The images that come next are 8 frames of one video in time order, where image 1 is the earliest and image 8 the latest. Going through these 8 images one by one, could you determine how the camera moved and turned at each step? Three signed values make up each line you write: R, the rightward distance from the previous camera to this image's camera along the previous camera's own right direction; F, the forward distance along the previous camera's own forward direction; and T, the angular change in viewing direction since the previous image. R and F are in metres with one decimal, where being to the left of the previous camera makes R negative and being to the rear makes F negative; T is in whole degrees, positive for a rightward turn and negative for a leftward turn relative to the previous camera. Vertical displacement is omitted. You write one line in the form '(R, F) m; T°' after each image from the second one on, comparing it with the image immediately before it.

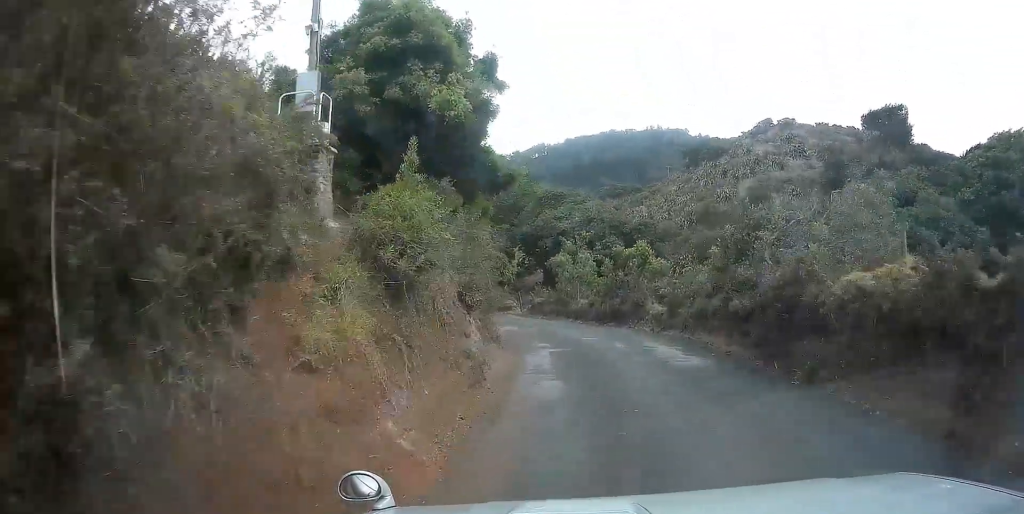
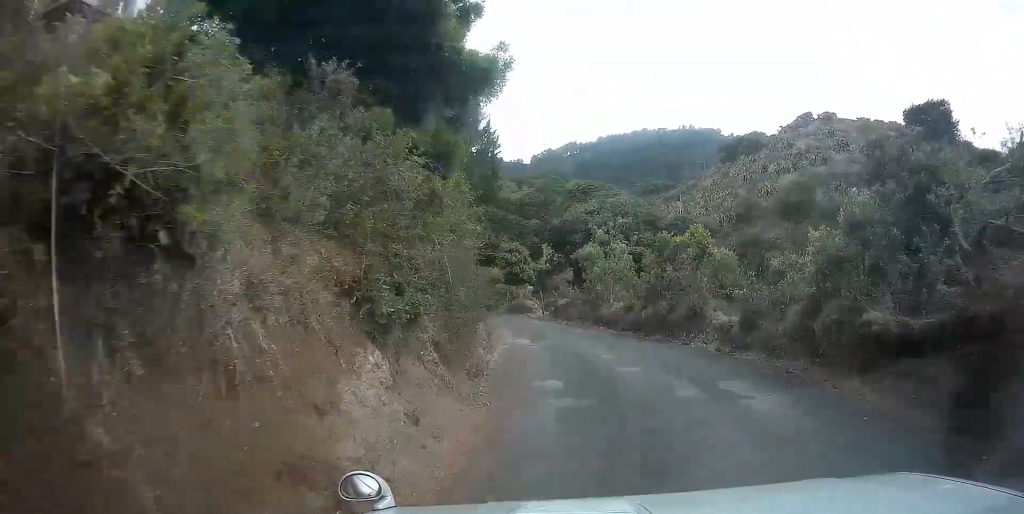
(0.0, +7.0) m; -3°
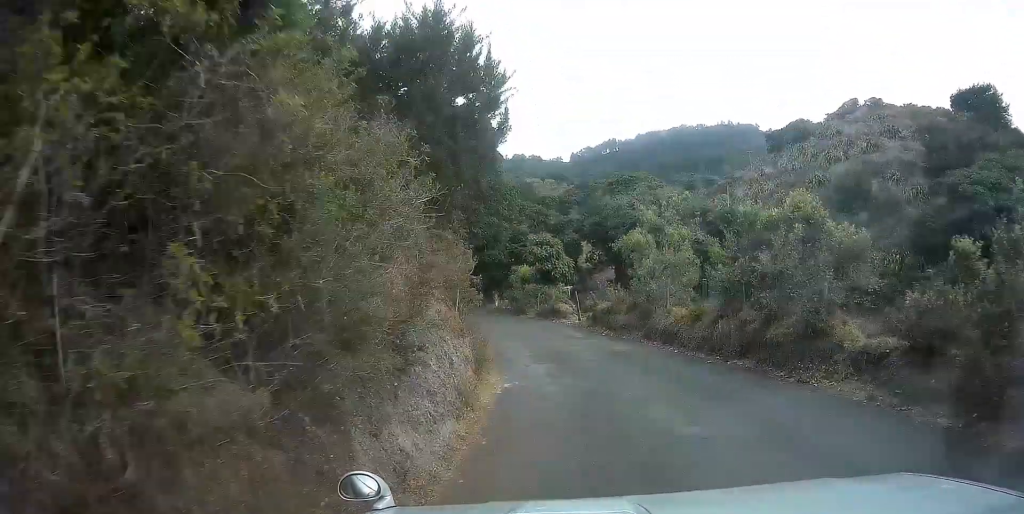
(-0.3, +6.6) m; -5°
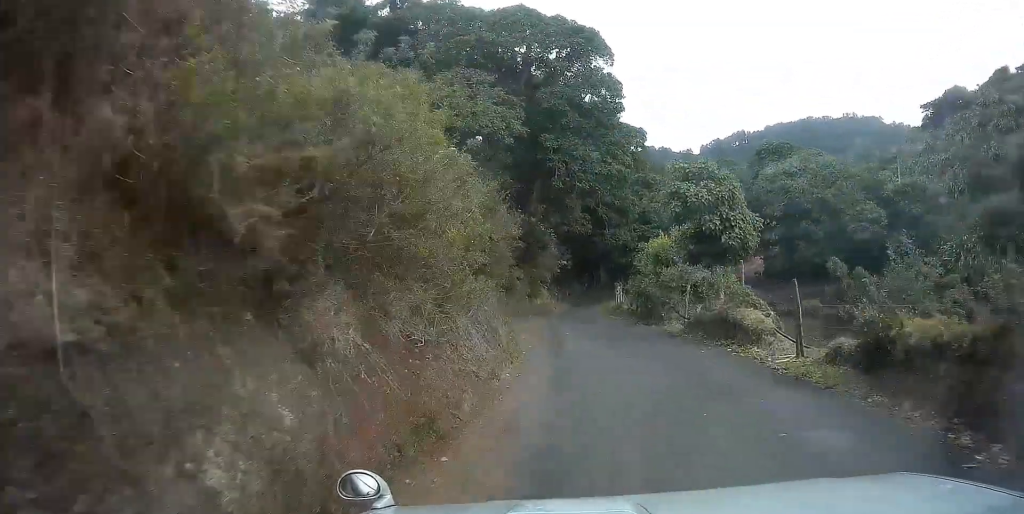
(-2.1, +18.1) m; -13°
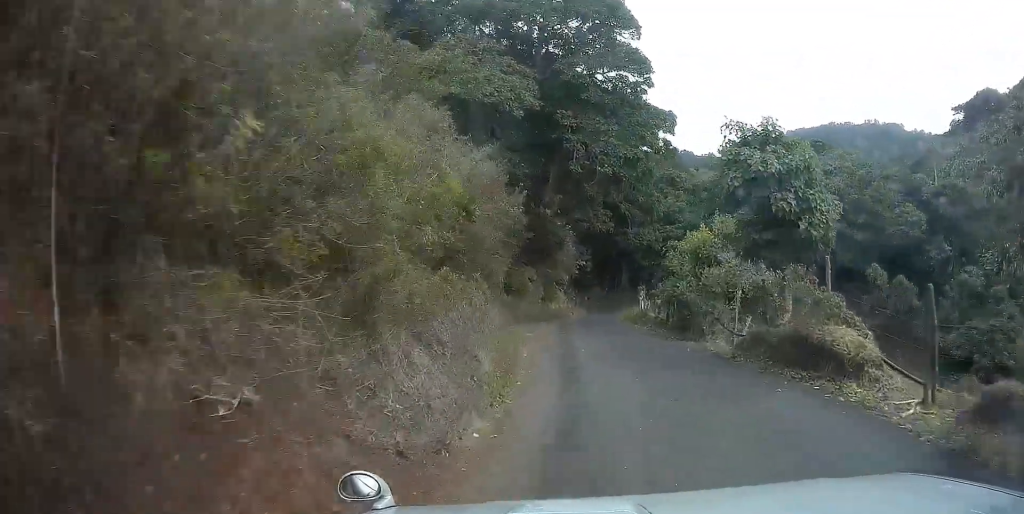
(0.0, +4.3) m; -3°
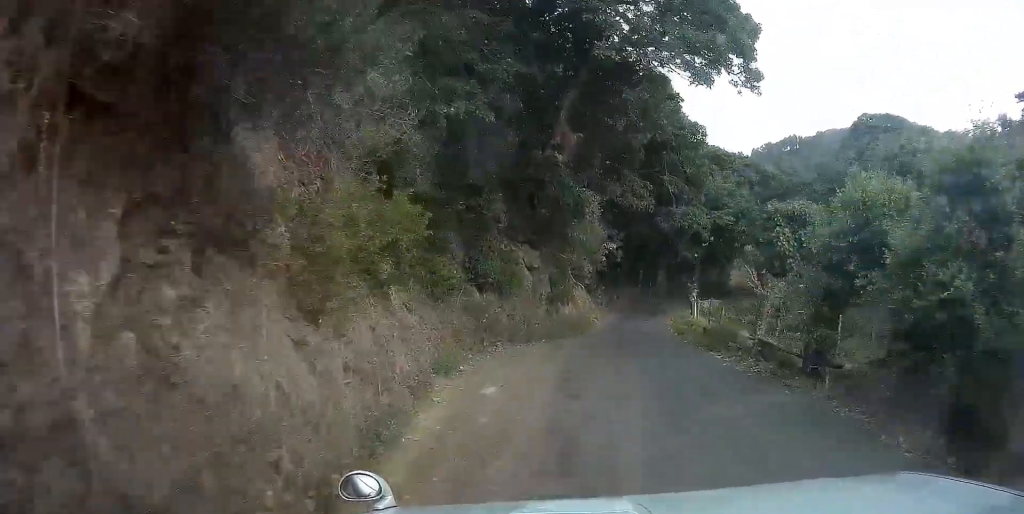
(-0.7, +12.7) m; -4°
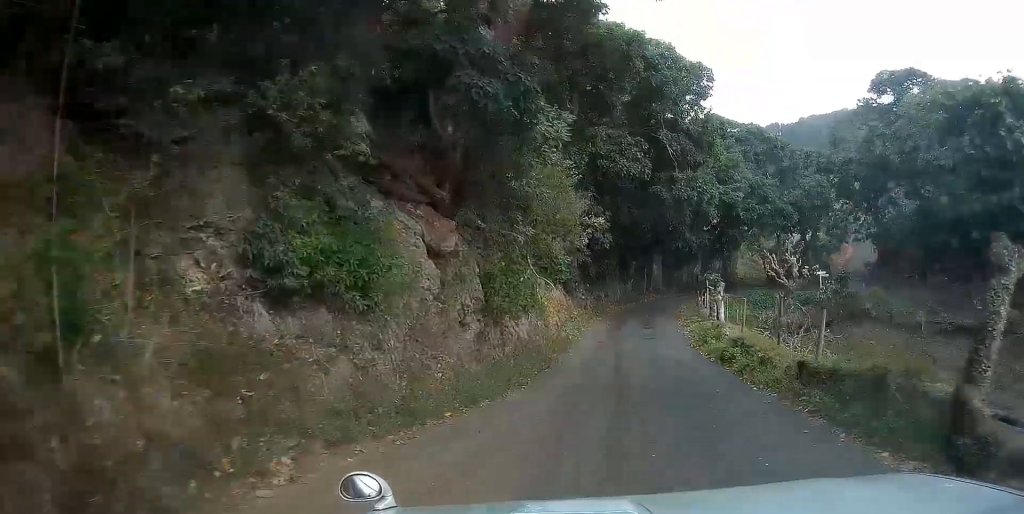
(0.0, +10.2) m; +1°
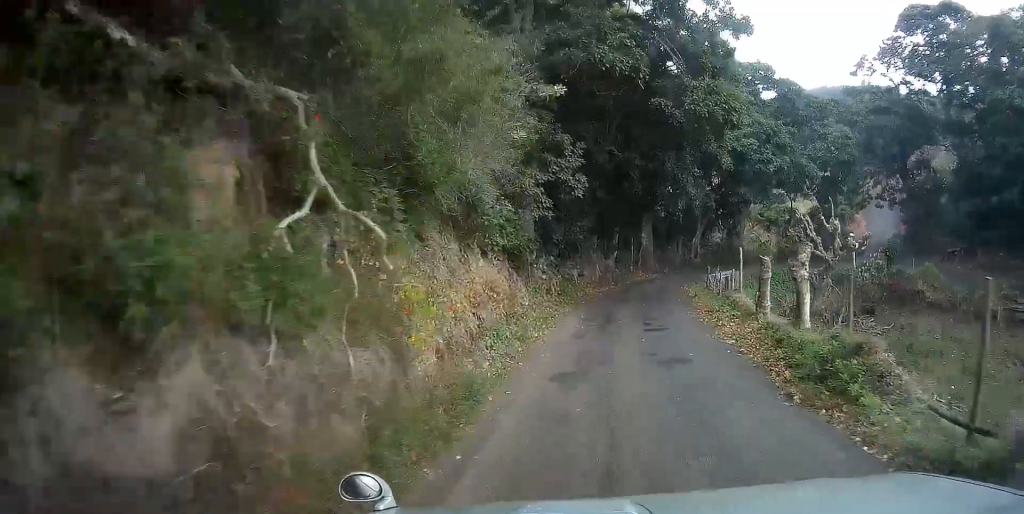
(+0.4, +11.5) m; +4°
